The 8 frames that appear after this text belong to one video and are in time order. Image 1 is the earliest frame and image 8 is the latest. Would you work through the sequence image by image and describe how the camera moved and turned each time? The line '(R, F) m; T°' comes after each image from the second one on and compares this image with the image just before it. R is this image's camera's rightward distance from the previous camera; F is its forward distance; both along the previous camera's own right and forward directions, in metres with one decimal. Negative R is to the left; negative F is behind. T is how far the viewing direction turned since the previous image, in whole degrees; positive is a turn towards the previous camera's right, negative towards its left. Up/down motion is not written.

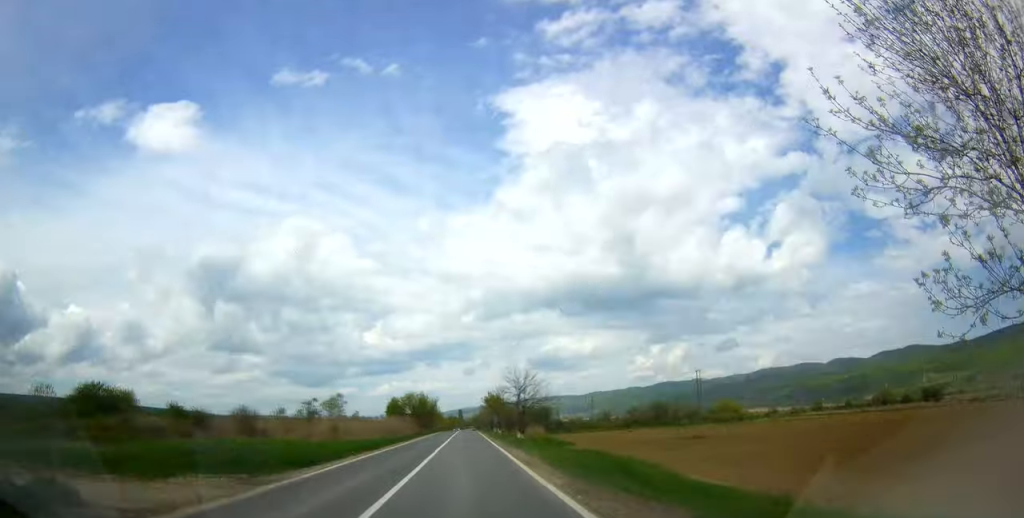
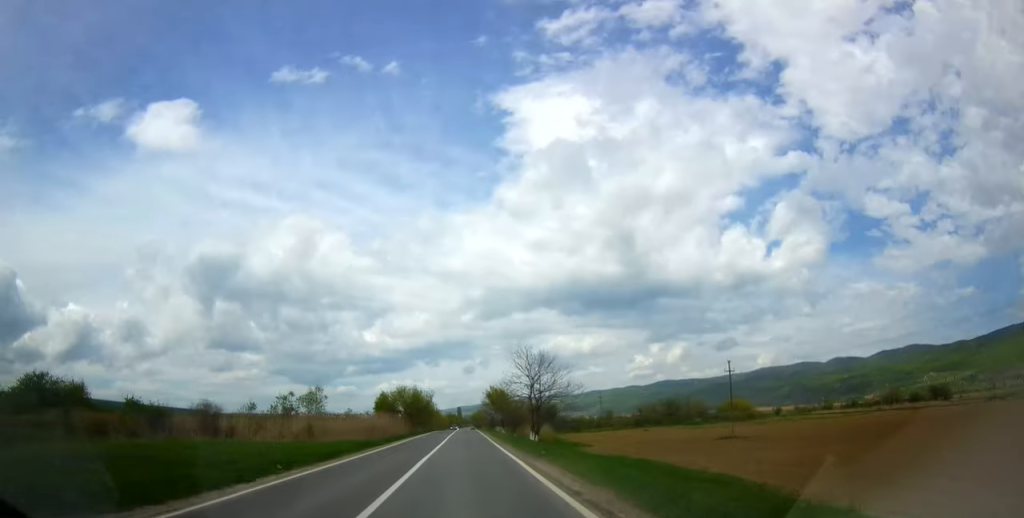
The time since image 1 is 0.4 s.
(+0.3, +11.4) m; 0°
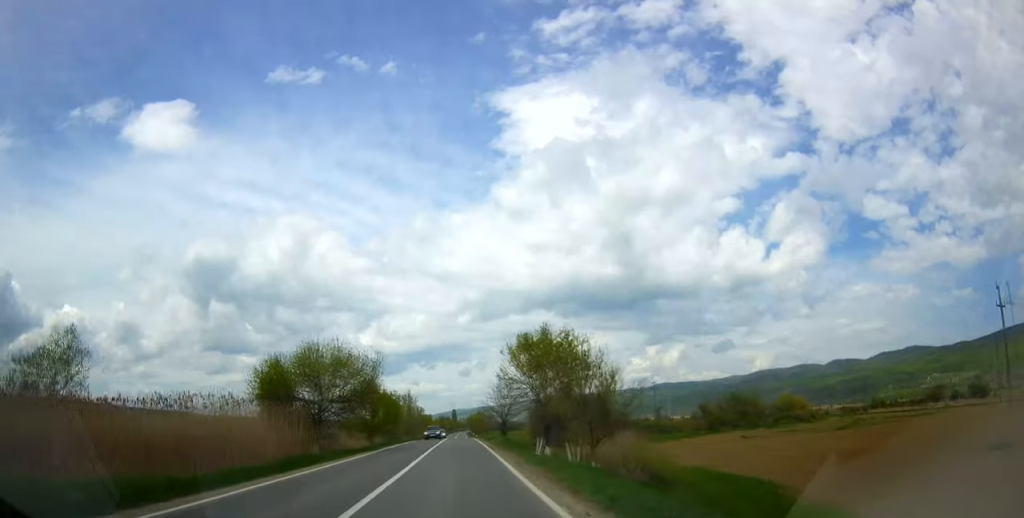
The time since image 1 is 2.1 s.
(-0.1, +49.1) m; 0°
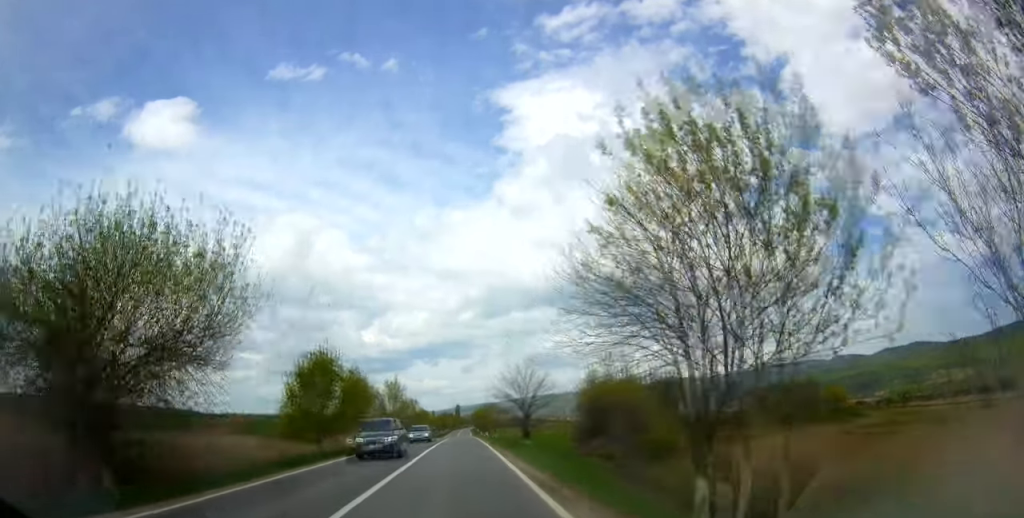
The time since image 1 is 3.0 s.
(+0.5, +23.9) m; 0°
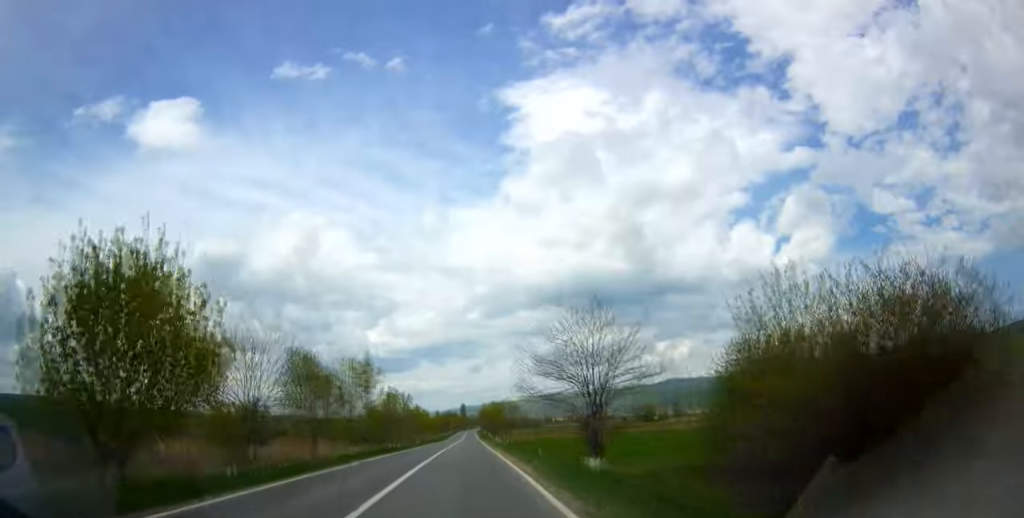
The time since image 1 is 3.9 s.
(-0.3, +26.1) m; -1°
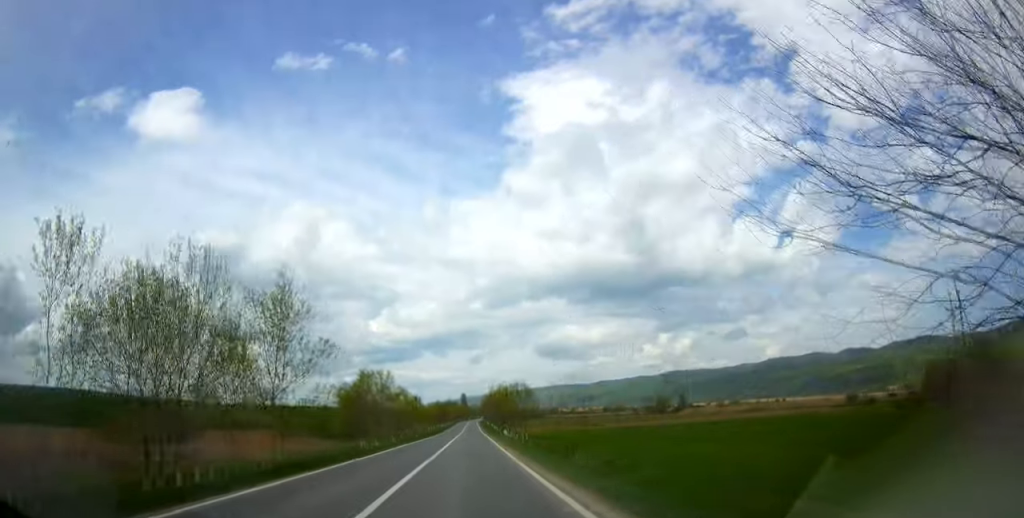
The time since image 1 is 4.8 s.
(0.0, +24.9) m; 0°
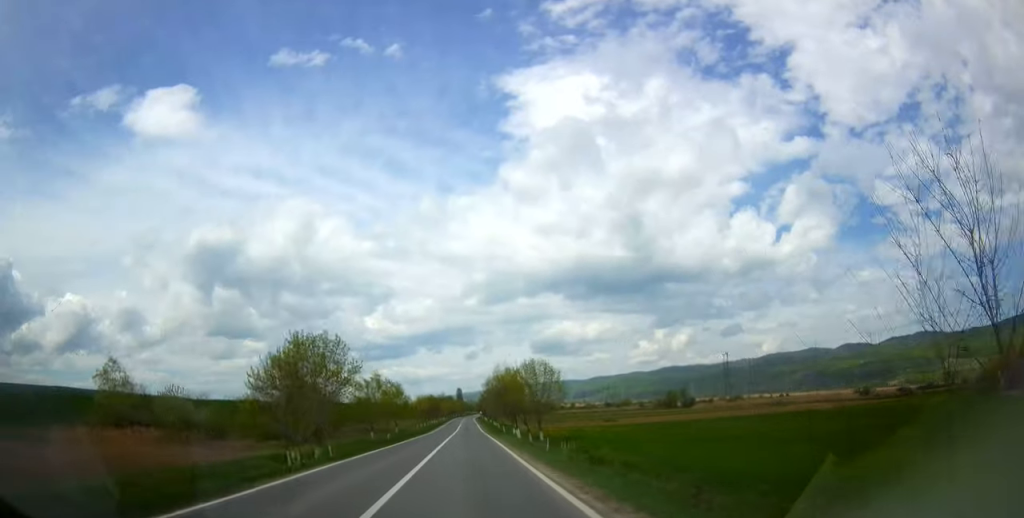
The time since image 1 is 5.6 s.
(0.0, +24.8) m; 0°
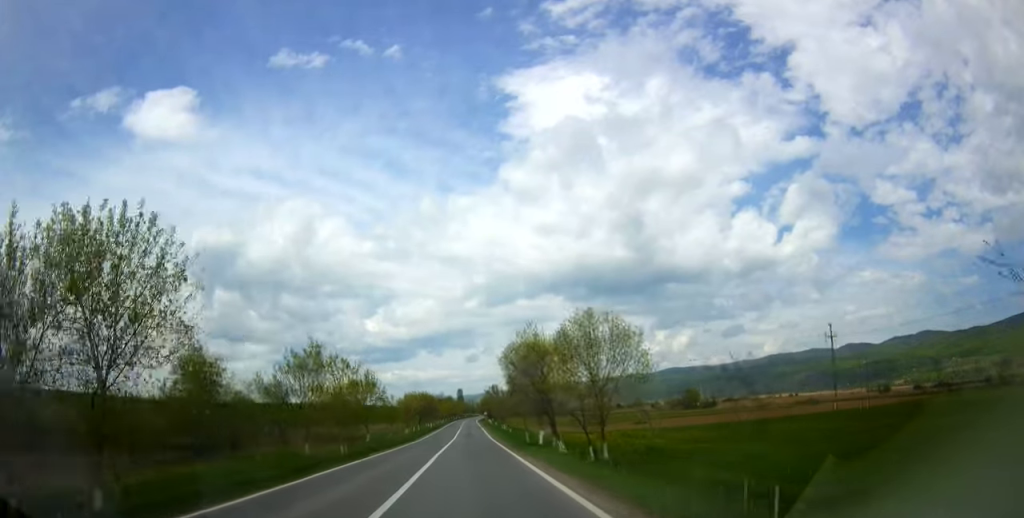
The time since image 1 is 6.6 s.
(-0.2, +26.8) m; 0°
